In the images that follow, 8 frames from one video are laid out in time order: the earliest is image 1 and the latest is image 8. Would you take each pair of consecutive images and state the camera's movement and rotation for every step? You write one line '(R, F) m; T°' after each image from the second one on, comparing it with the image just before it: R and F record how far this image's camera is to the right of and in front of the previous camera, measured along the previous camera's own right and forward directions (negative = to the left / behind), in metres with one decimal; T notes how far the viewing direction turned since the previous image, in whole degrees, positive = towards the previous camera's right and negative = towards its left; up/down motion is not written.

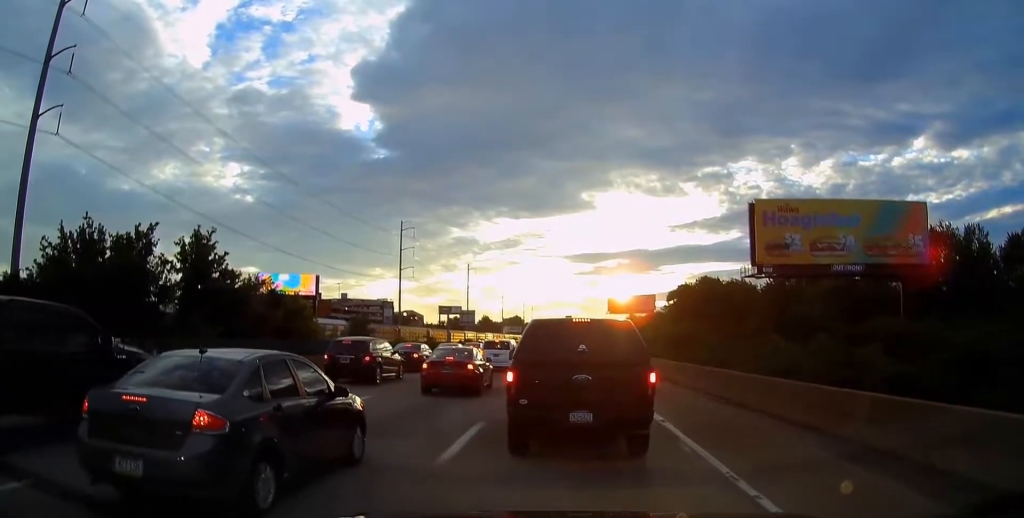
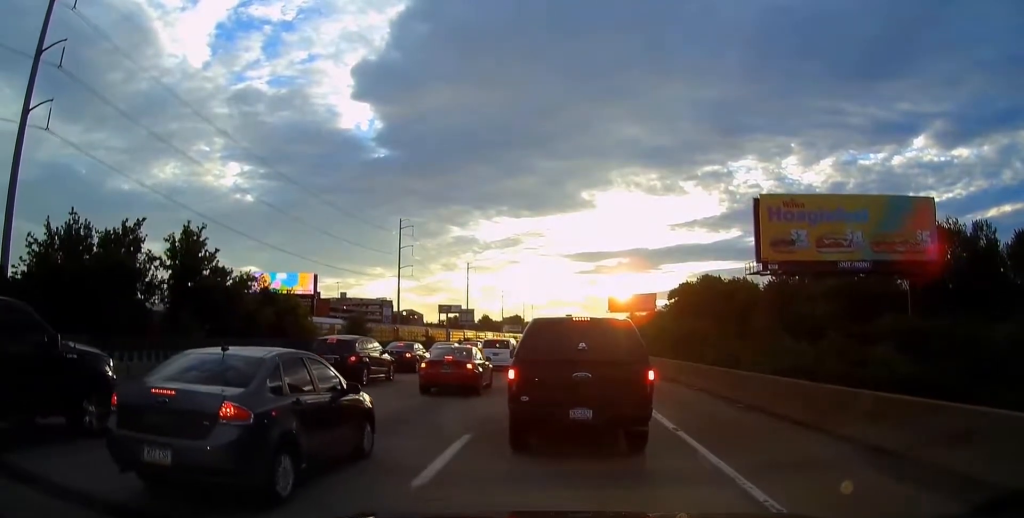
(+0.1, +1.5) m; +2°
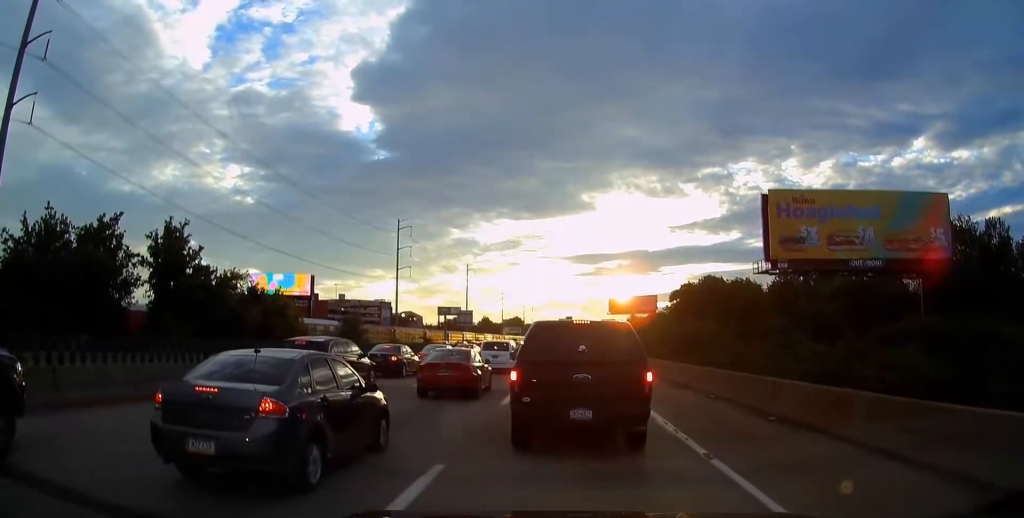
(+0.1, +2.4) m; +1°
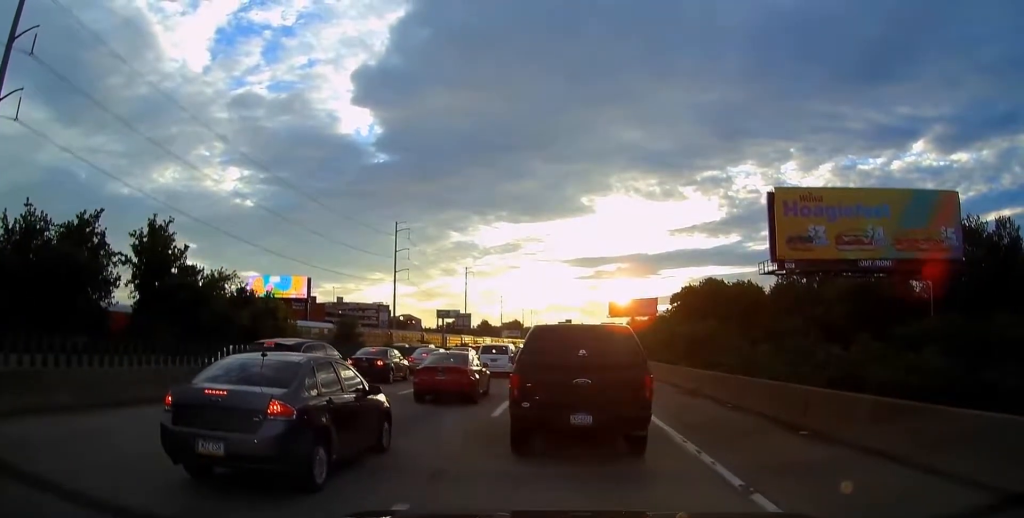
(0.0, +1.7) m; 0°
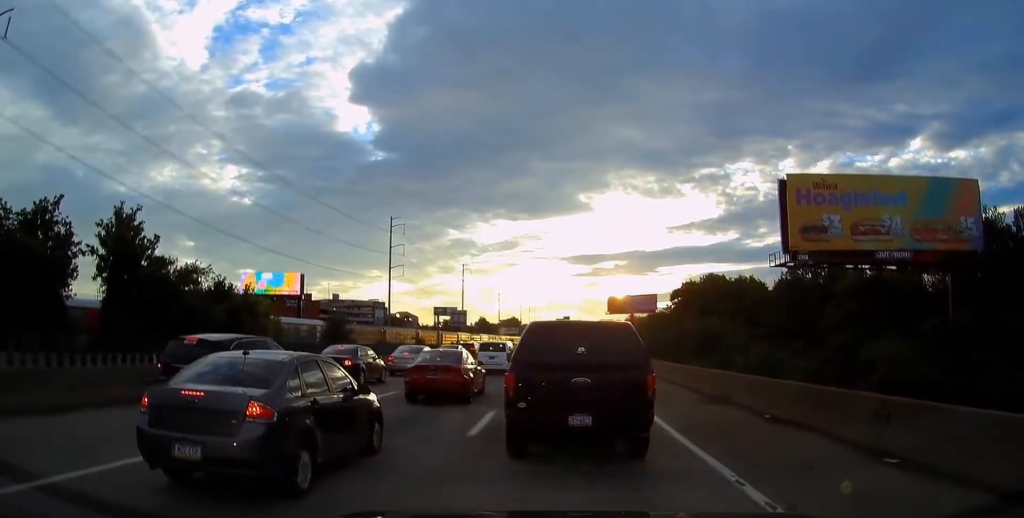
(0.0, +3.0) m; 0°
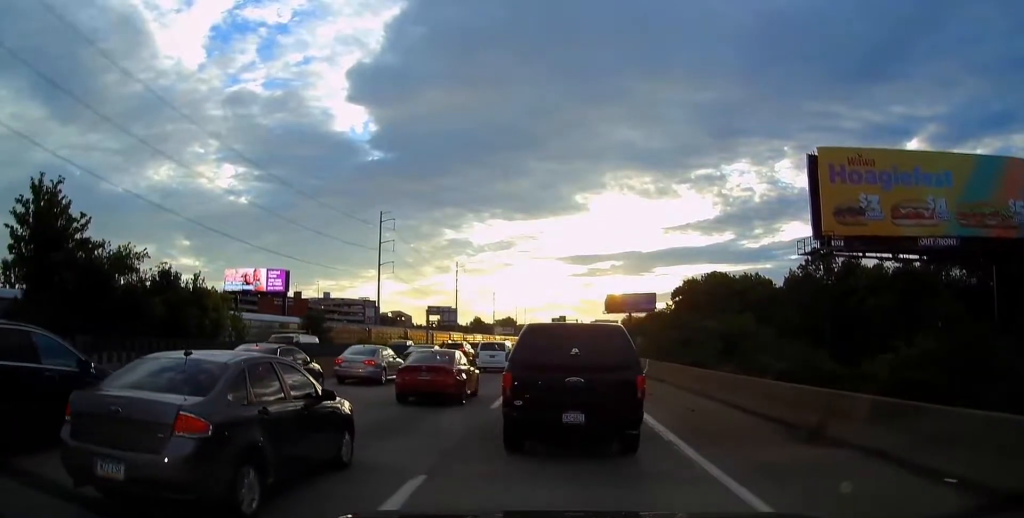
(-0.3, +7.8) m; -2°
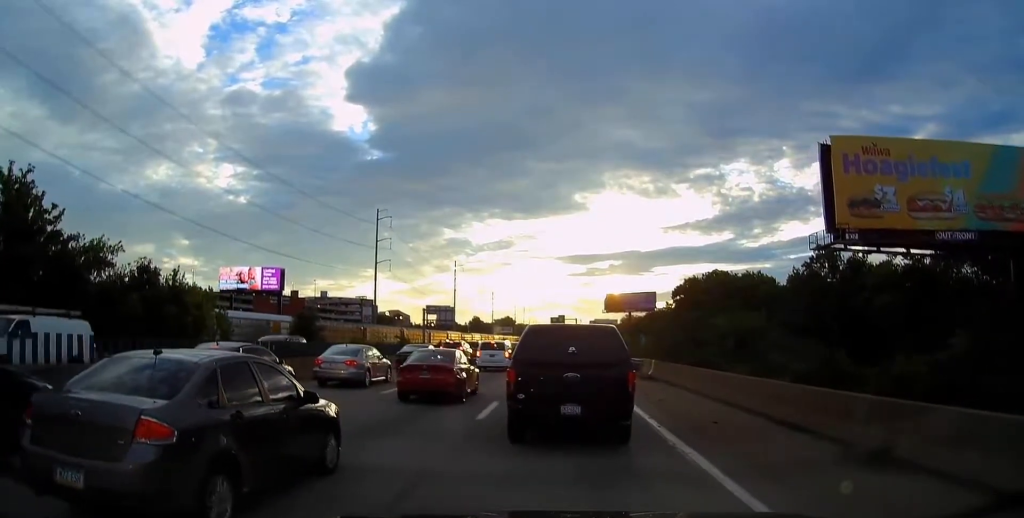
(+0.1, +3.2) m; +1°
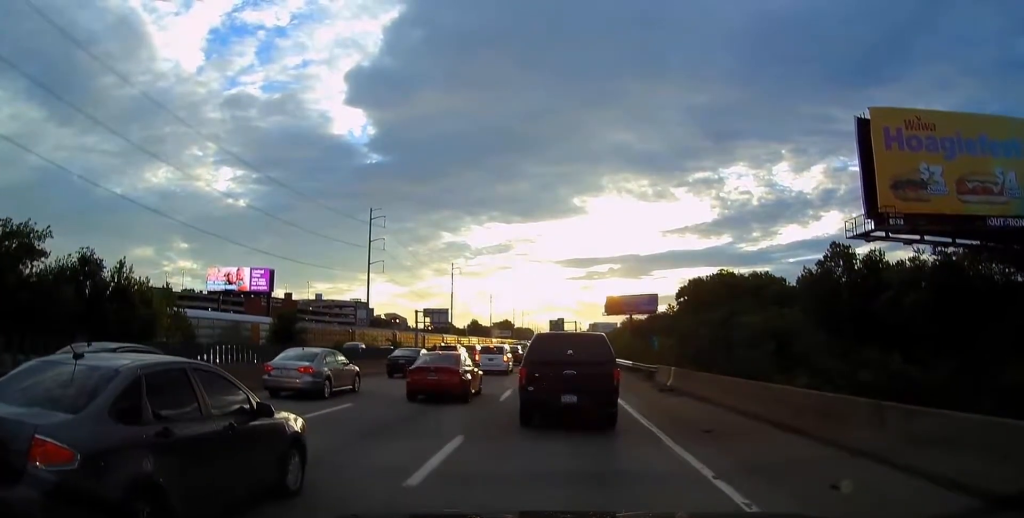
(0.0, +7.7) m; 0°
